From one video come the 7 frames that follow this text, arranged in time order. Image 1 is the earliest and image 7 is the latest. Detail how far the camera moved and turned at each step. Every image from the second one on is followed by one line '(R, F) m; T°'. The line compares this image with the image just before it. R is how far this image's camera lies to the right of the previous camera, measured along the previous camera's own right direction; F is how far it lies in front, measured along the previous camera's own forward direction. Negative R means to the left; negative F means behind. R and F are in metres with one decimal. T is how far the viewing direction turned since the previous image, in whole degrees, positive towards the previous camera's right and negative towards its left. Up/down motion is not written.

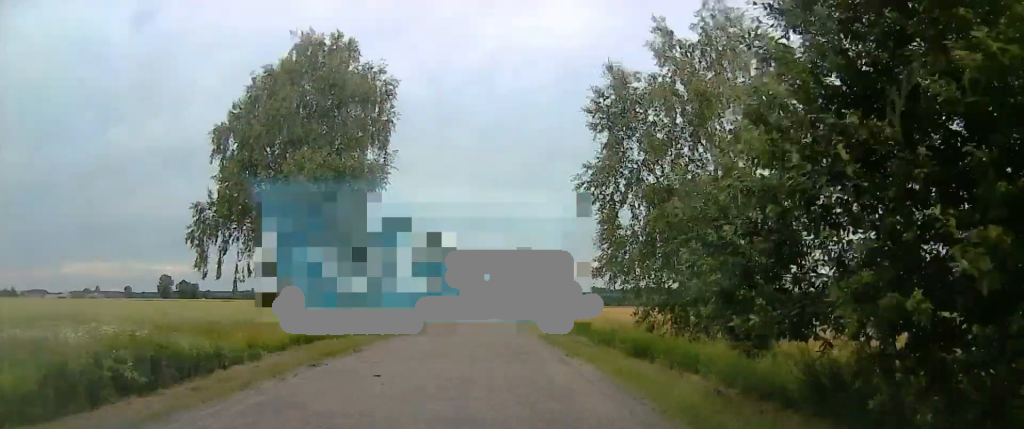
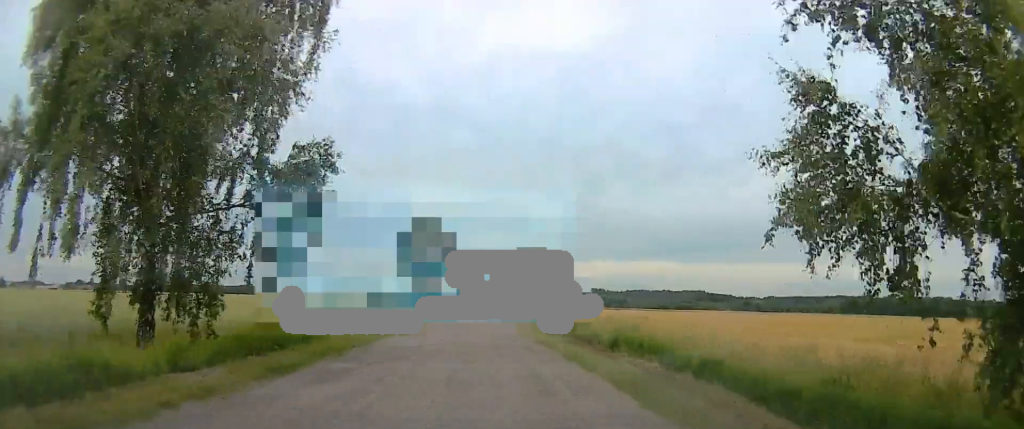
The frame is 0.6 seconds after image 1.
(+0.4, +14.0) m; +1°
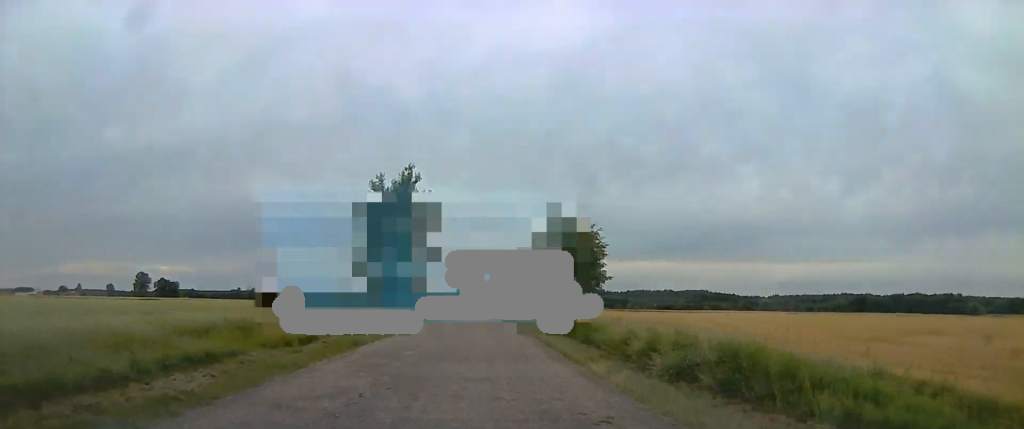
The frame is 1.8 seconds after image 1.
(+0.2, +30.6) m; -2°
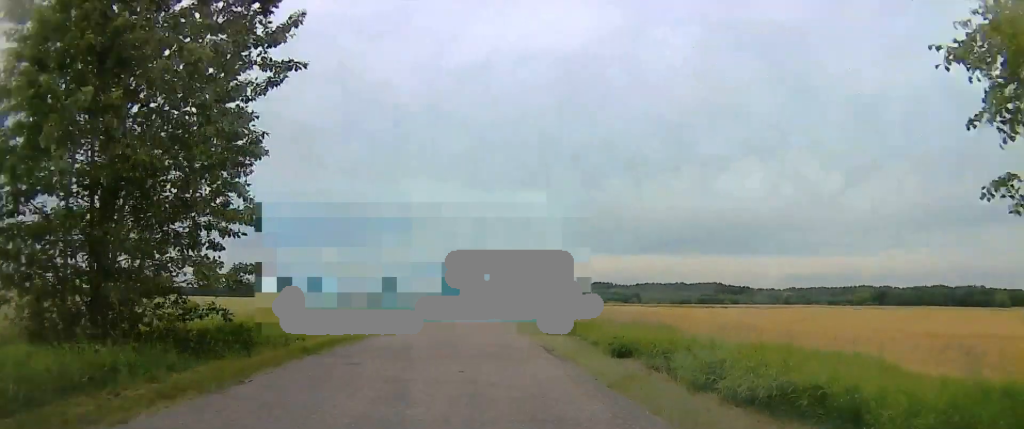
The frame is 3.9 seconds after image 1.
(-0.6, +47.0) m; -1°
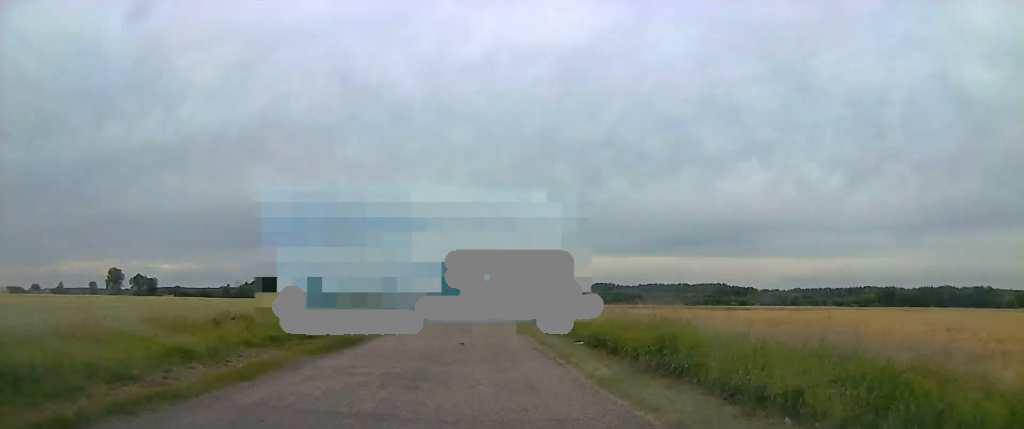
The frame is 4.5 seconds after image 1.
(-0.1, +13.9) m; 0°
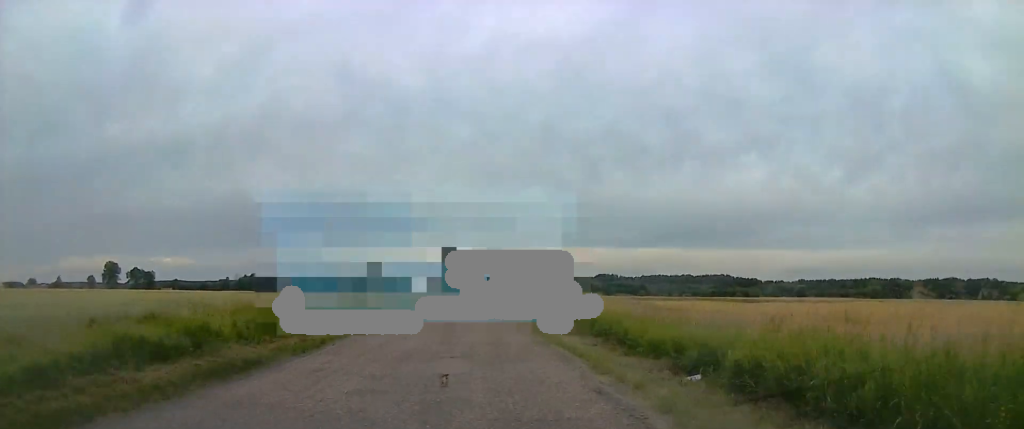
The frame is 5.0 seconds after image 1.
(-0.2, +9.4) m; 0°
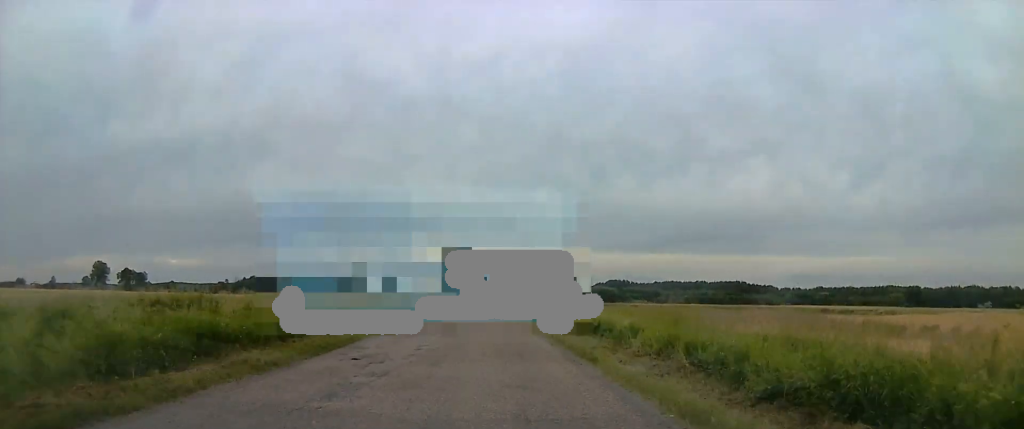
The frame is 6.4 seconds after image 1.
(+0.8, +31.3) m; +3°
